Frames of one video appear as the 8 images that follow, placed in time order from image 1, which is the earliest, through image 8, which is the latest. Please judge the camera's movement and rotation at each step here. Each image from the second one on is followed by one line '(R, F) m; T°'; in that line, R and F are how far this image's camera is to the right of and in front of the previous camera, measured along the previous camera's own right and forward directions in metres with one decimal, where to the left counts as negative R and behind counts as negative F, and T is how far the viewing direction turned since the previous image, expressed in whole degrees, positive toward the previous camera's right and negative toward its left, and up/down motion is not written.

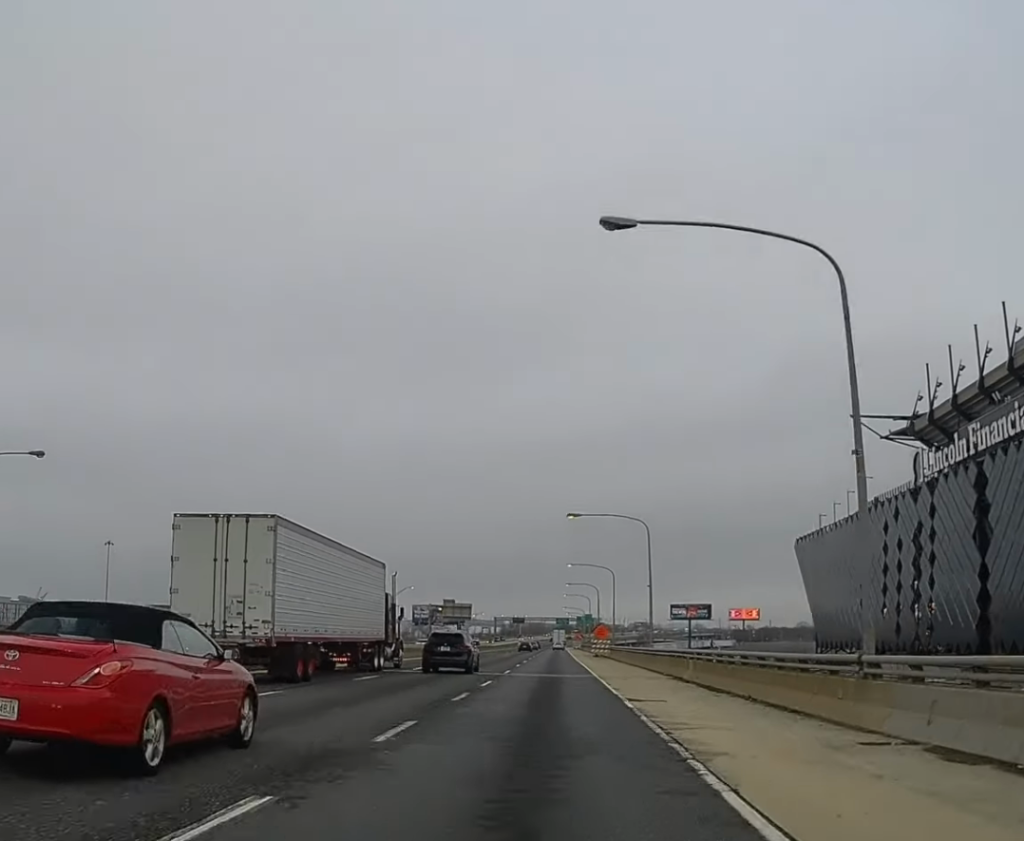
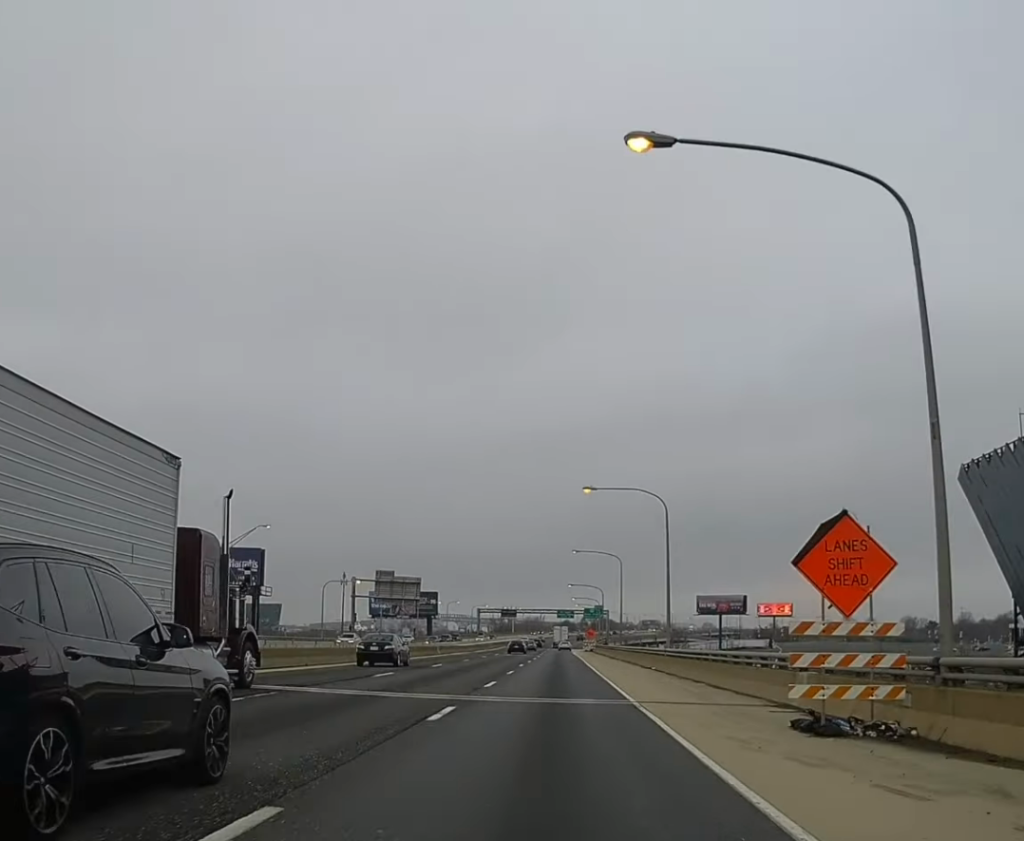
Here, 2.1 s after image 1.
(-0.5, +83.9) m; 0°
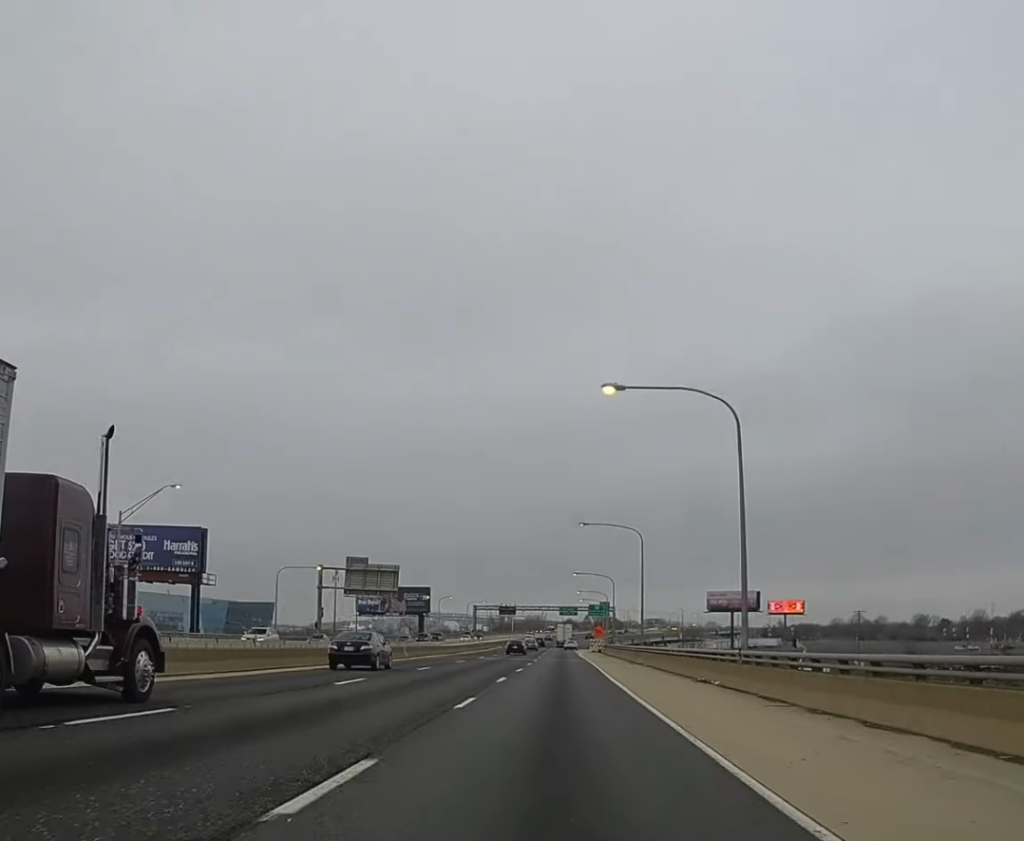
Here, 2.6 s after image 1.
(0.0, +20.9) m; 0°
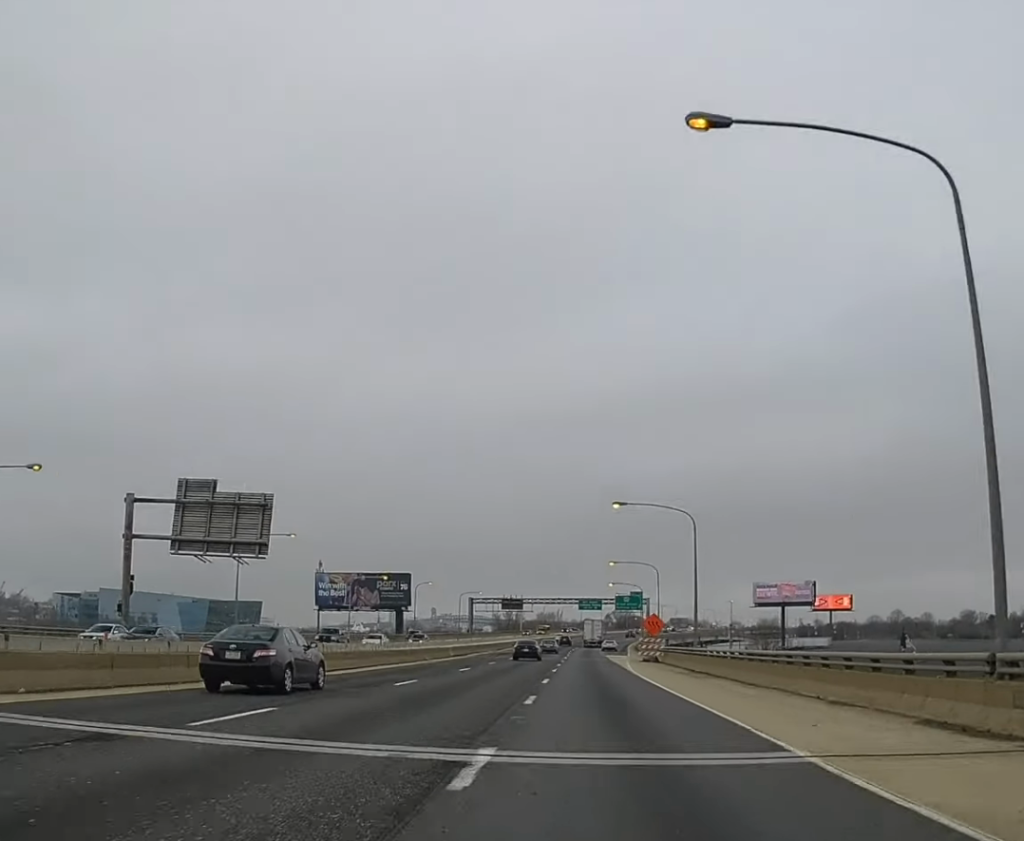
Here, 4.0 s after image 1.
(-0.2, +58.0) m; 0°
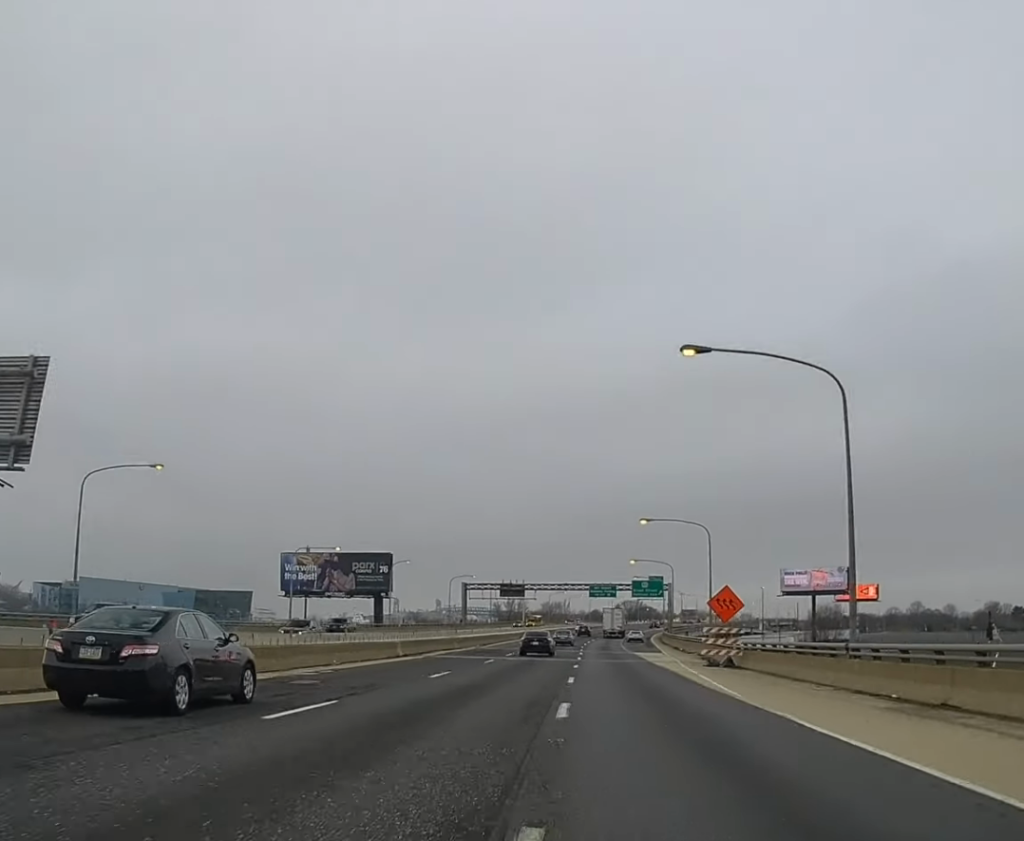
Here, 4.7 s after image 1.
(0.0, +29.8) m; 0°
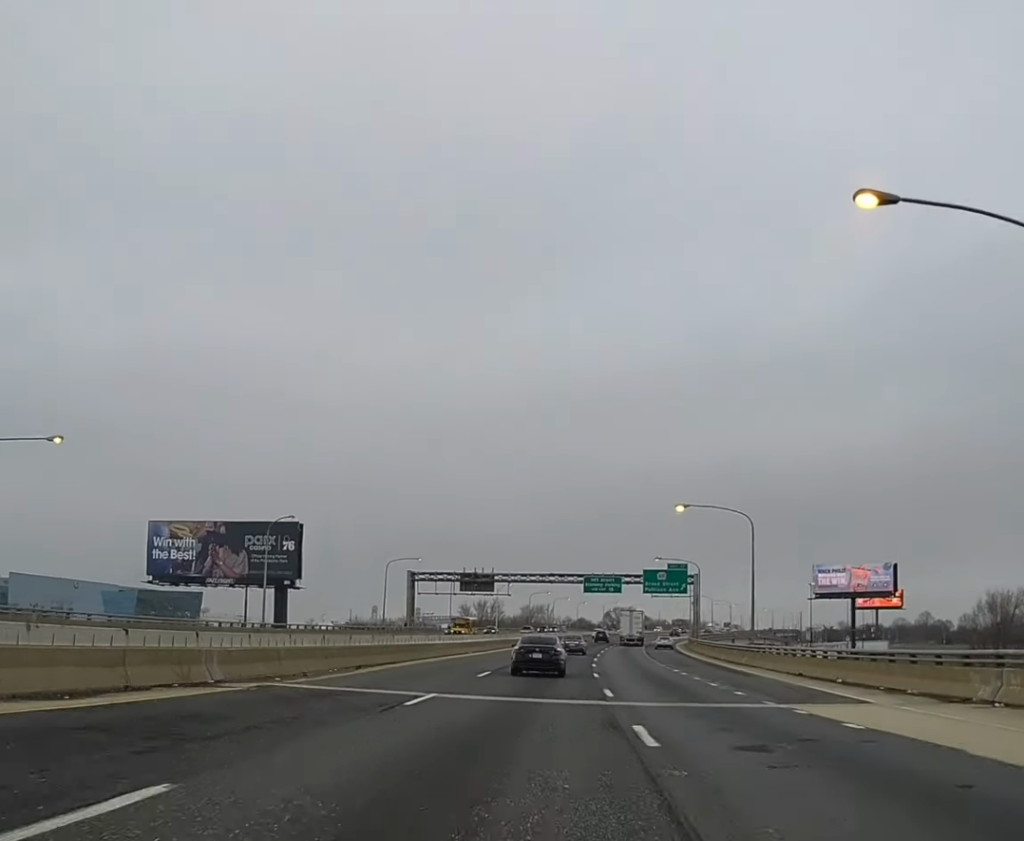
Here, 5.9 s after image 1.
(-0.1, +52.8) m; 0°
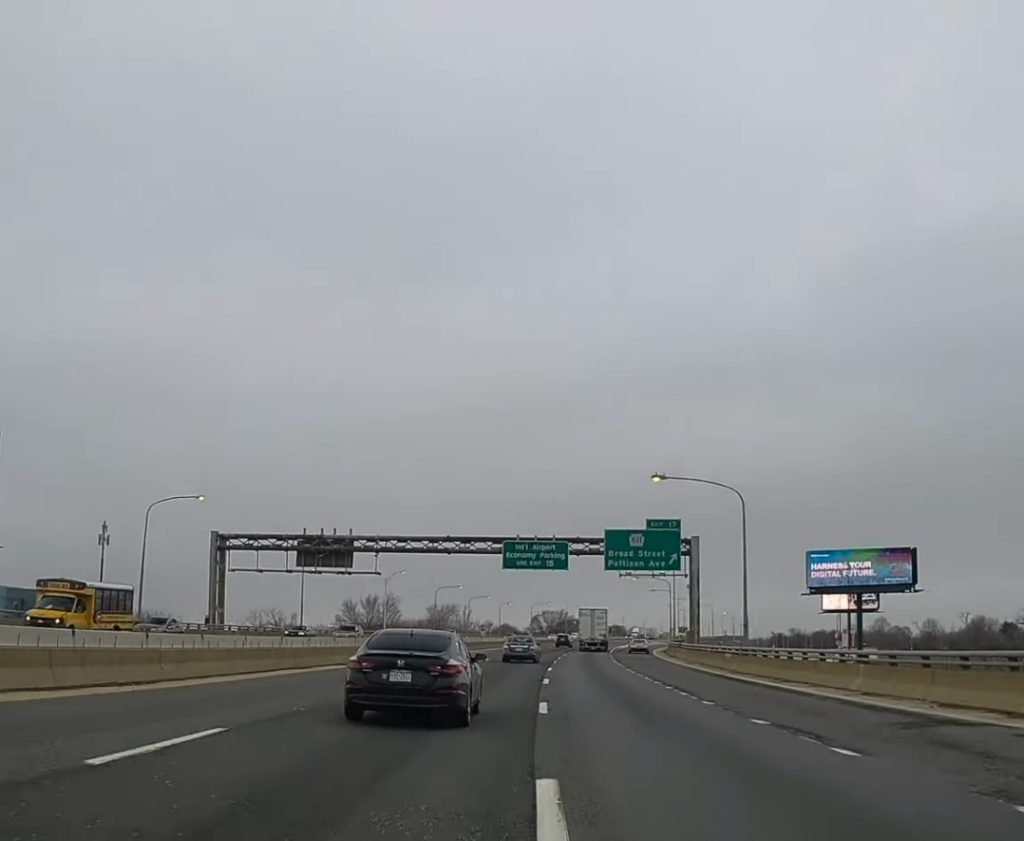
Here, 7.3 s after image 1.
(+0.6, +56.6) m; +2°
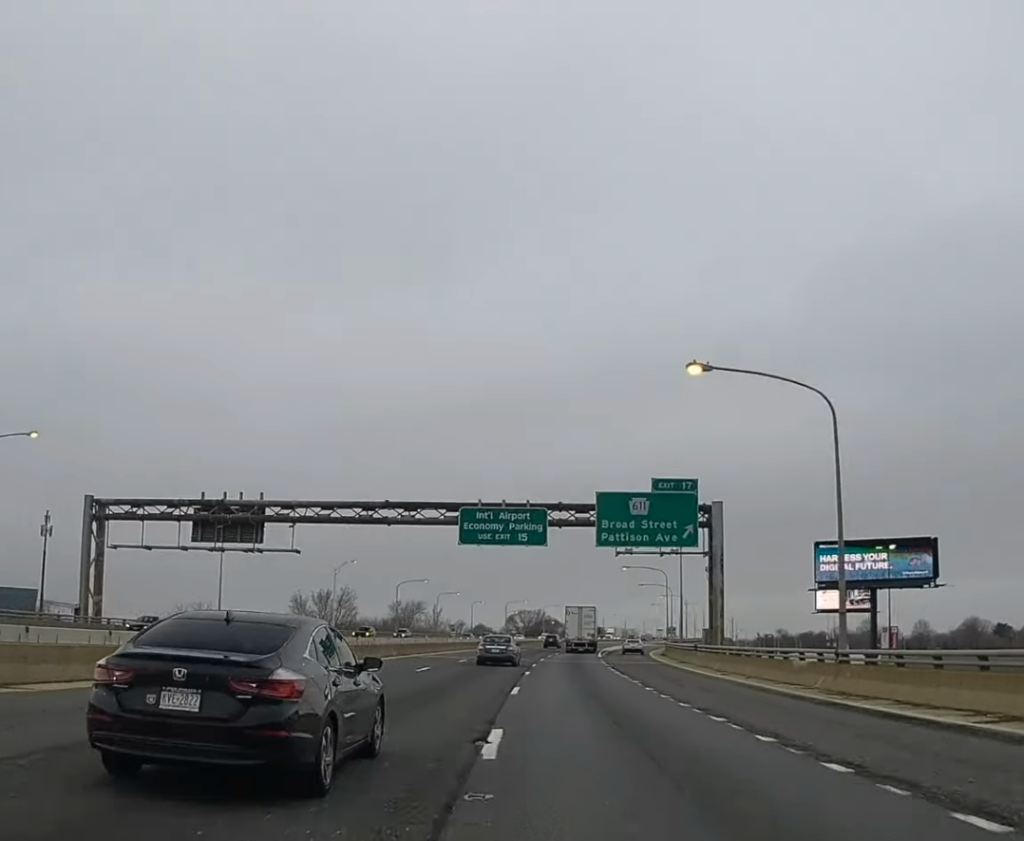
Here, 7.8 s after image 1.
(+0.4, +20.0) m; +1°
